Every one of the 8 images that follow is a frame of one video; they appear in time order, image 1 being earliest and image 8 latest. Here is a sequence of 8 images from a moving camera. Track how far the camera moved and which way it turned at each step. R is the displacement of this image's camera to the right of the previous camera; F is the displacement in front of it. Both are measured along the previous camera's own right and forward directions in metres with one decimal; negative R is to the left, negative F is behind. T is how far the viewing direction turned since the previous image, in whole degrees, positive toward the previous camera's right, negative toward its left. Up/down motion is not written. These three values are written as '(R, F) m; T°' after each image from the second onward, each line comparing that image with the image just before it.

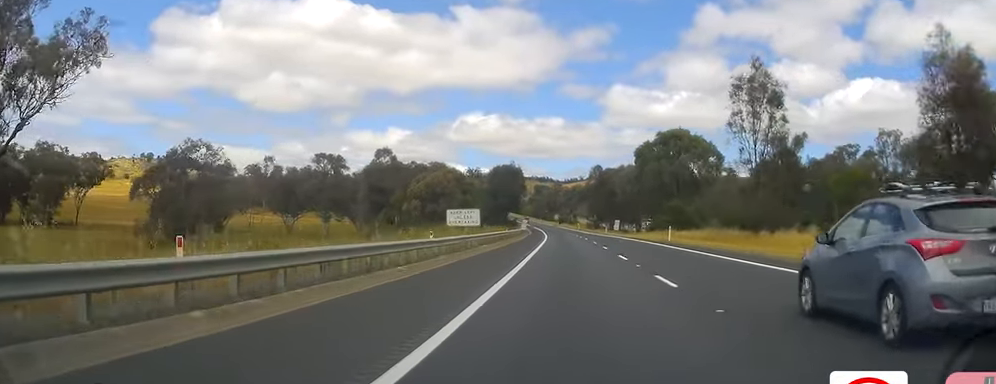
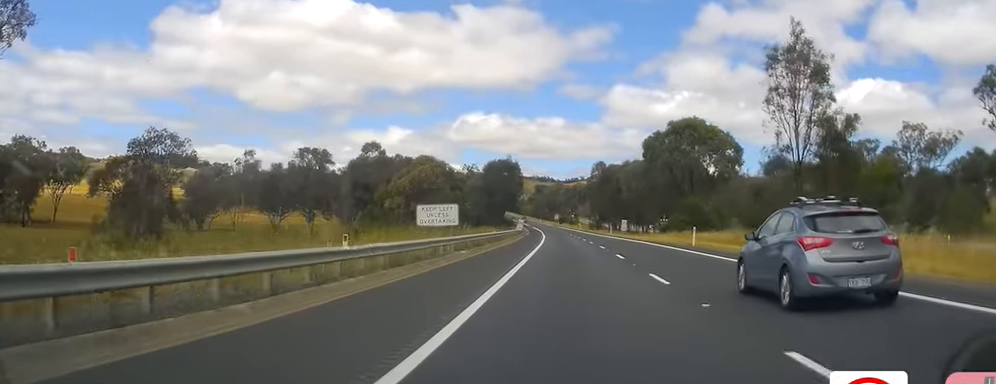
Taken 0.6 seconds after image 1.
(+0.2, +10.7) m; +1°
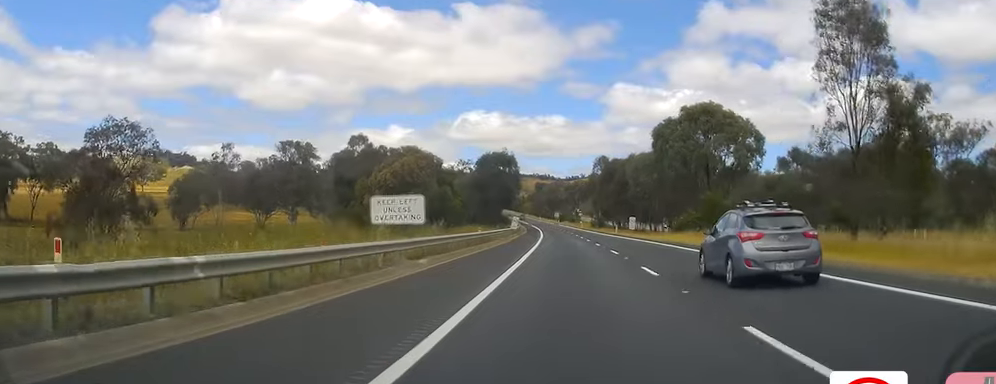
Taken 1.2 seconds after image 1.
(+0.1, +10.1) m; -1°
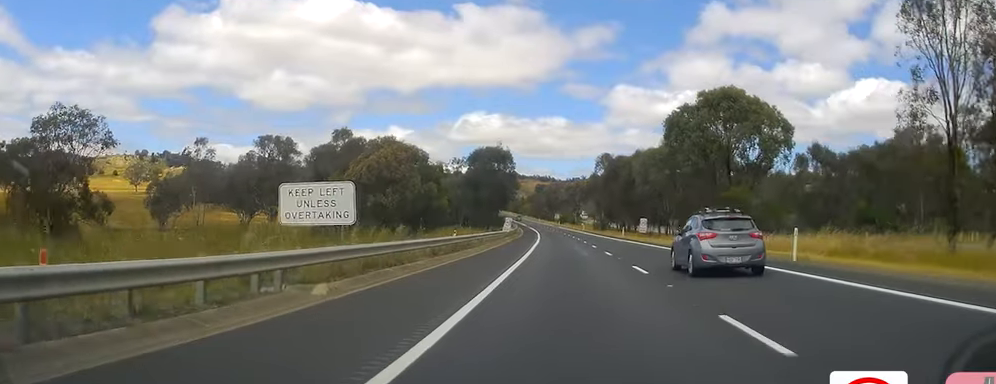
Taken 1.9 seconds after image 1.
(+0.2, +10.5) m; -2°
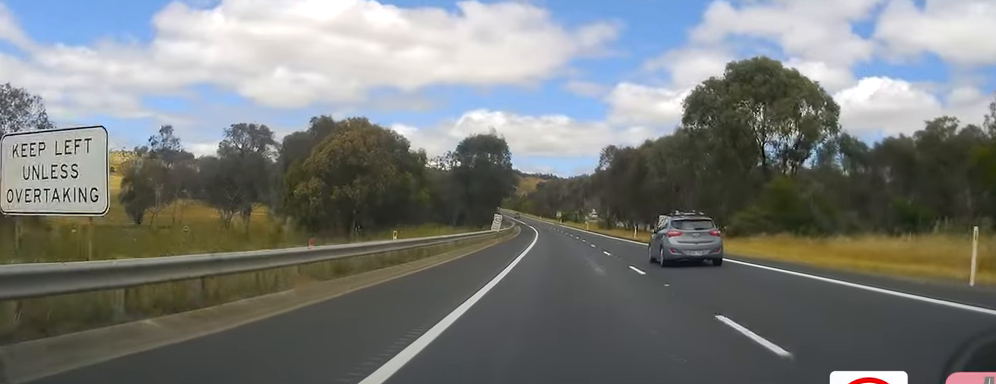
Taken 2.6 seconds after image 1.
(-0.7, +12.0) m; -1°
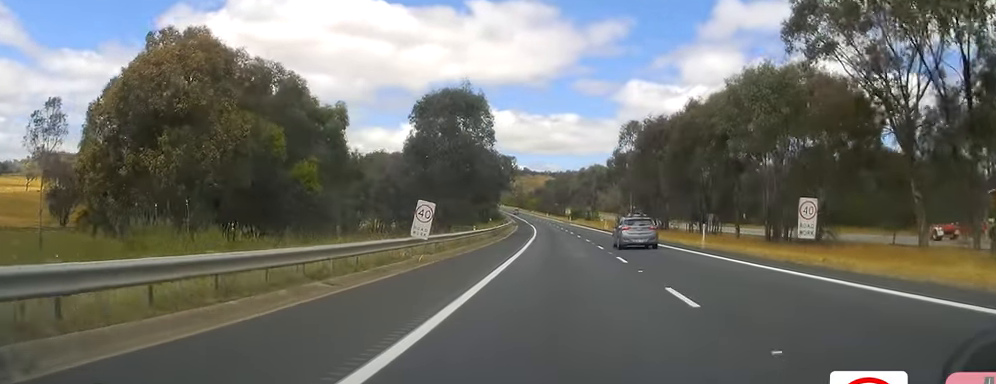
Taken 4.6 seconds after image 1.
(+0.2, +31.8) m; 0°
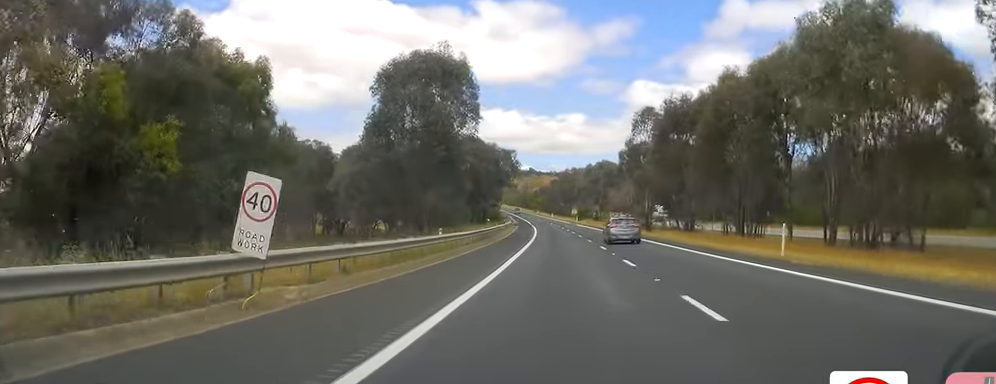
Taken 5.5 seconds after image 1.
(-0.1, +14.3) m; 0°
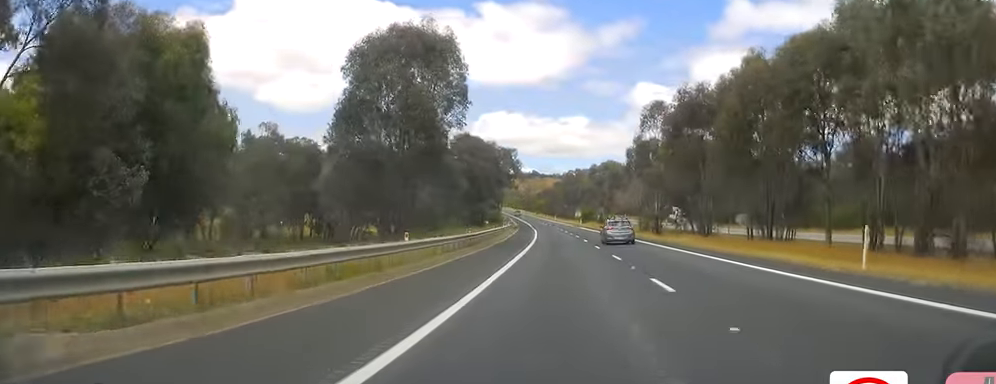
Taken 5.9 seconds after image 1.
(0.0, +7.4) m; 0°
